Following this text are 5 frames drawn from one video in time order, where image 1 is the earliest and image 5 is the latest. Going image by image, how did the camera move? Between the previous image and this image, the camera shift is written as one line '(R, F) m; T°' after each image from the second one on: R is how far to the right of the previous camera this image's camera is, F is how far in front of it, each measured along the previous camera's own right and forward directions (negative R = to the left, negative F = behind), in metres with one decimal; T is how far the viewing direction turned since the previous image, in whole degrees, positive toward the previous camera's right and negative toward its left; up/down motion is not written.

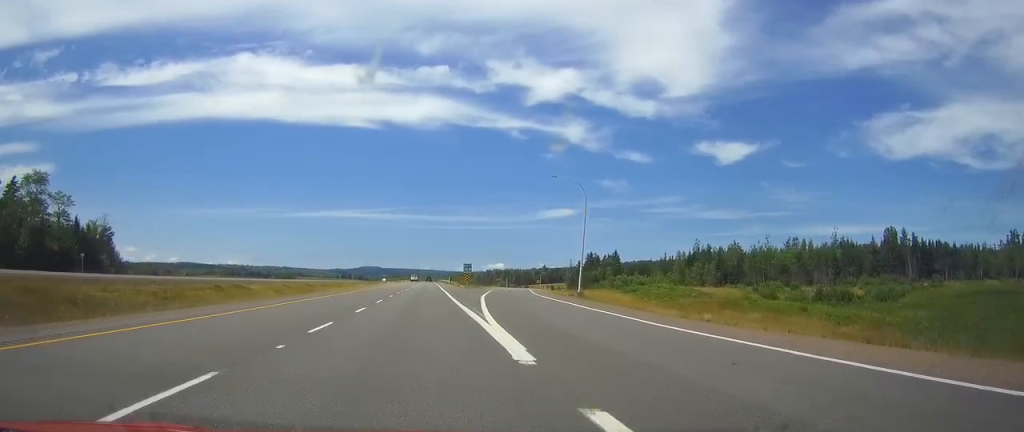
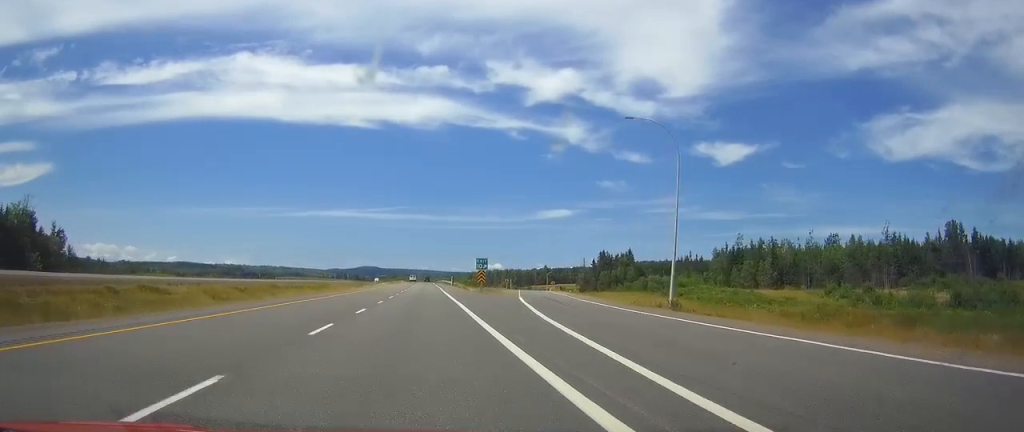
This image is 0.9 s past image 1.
(0.0, +27.3) m; 0°
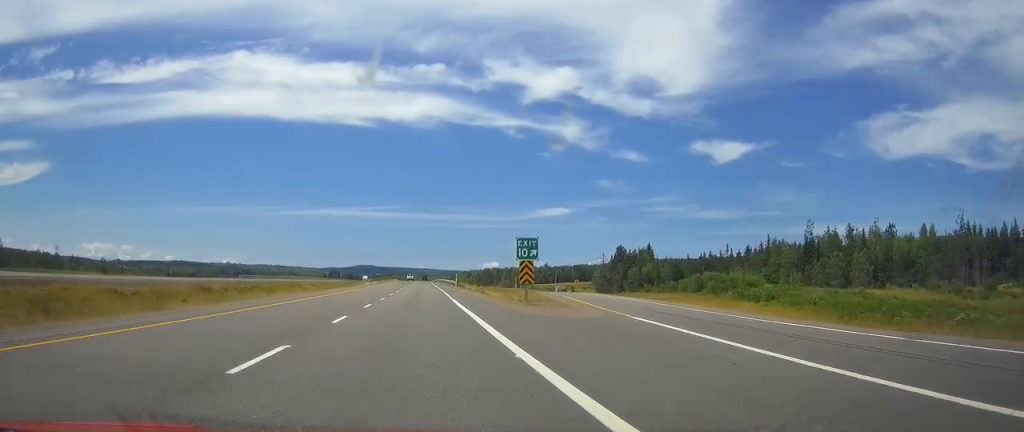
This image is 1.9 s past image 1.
(0.0, +32.5) m; 0°
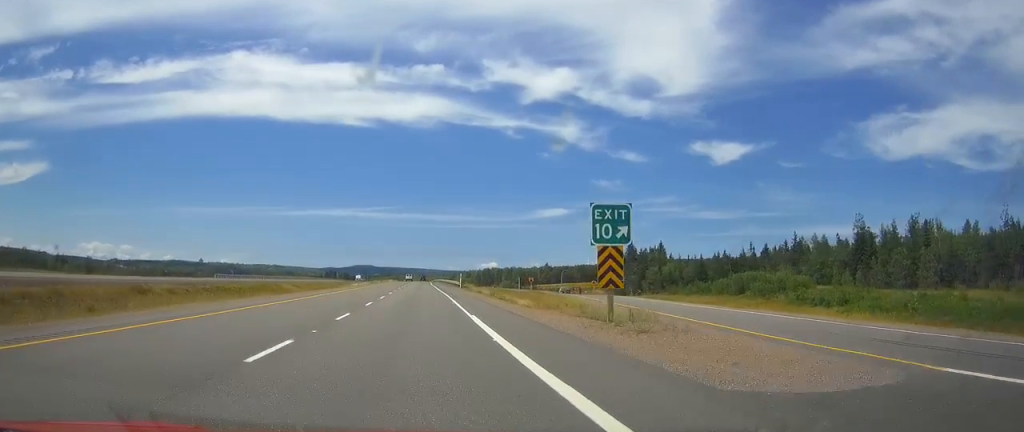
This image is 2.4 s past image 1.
(0.0, +16.8) m; 0°
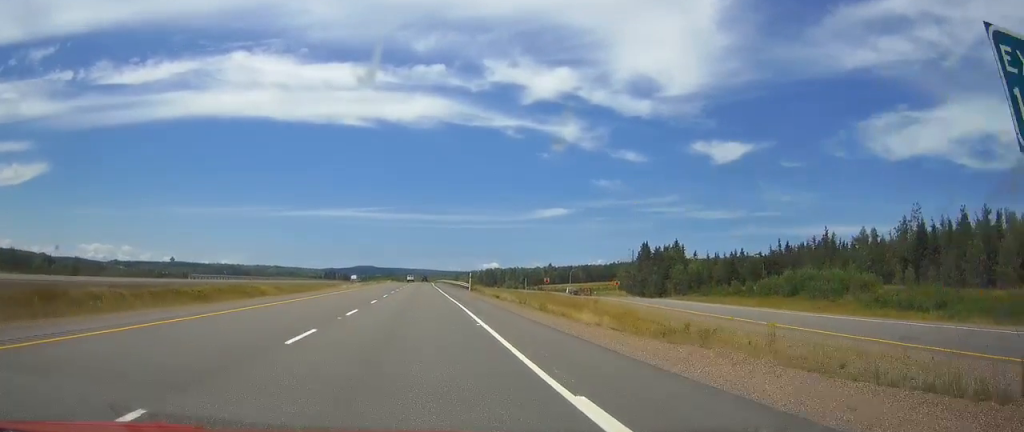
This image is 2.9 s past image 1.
(0.0, +15.7) m; 0°
